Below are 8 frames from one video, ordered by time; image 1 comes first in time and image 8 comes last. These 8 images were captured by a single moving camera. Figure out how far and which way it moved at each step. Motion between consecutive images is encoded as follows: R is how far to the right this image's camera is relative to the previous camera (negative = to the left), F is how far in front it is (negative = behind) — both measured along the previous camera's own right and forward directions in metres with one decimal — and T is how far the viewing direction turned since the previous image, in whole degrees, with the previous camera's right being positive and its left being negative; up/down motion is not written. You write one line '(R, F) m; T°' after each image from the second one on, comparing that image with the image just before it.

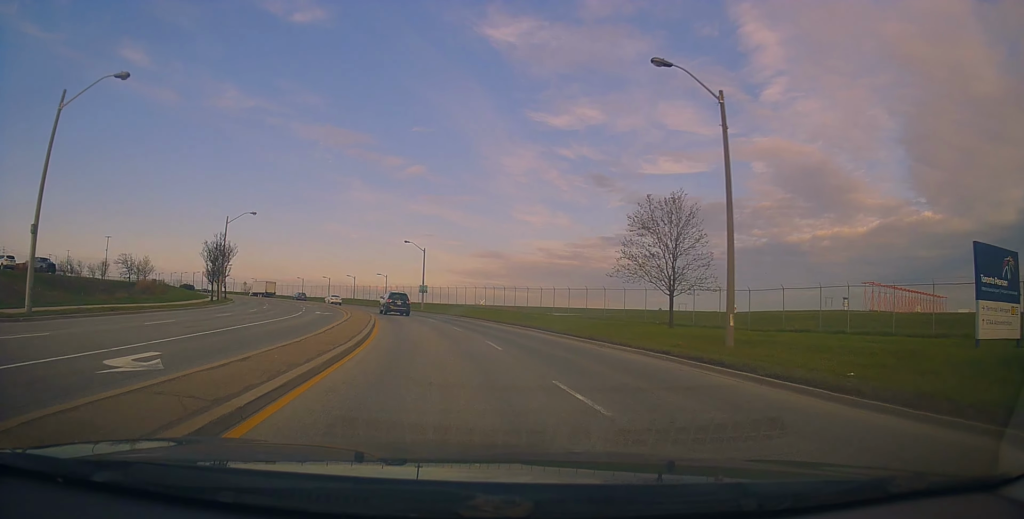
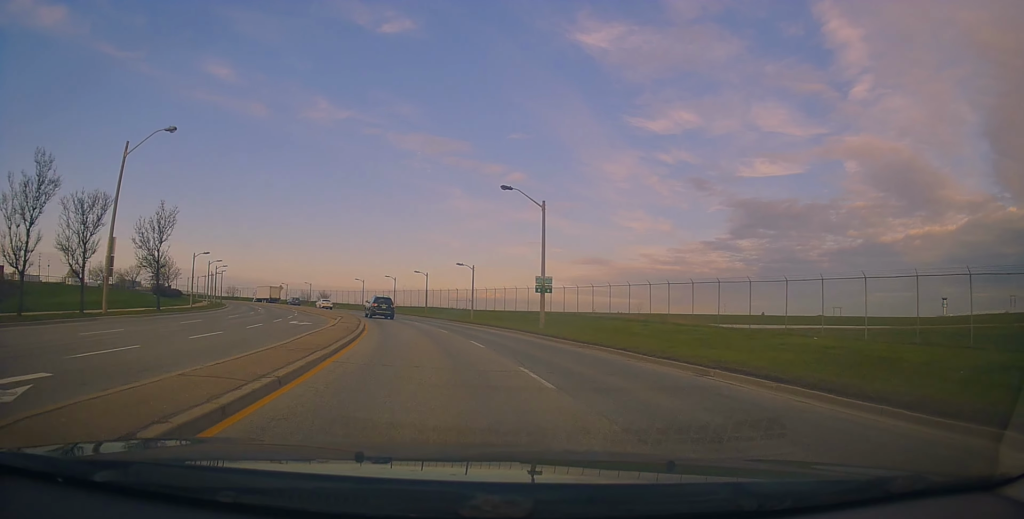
(-1.6, +35.2) m; -8°
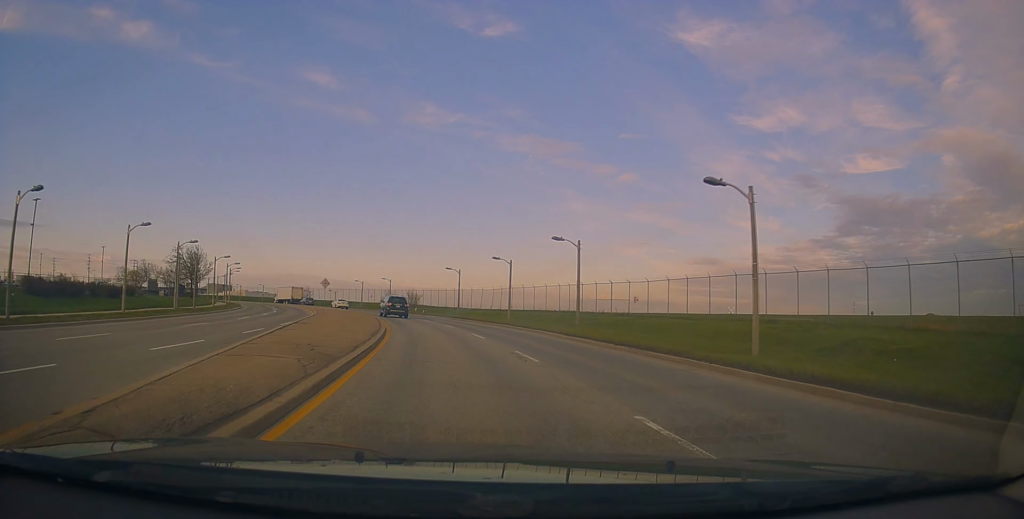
(-4.2, +31.9) m; -12°
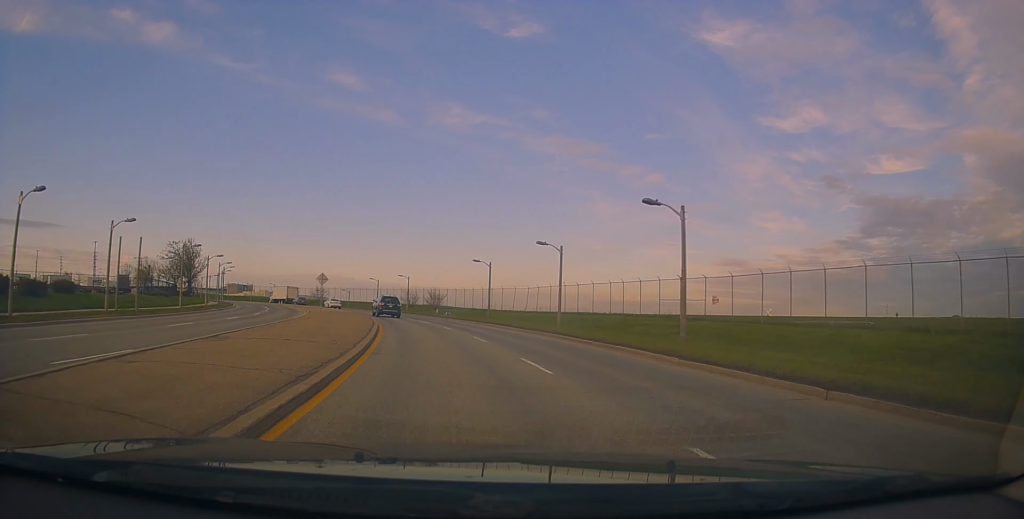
(-0.1, +11.5) m; -3°
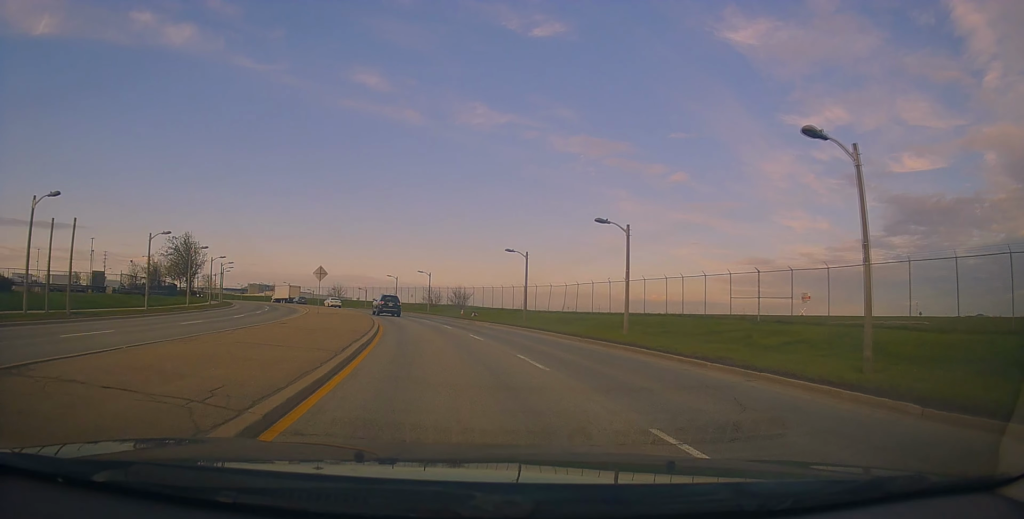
(+0.3, +8.0) m; -2°
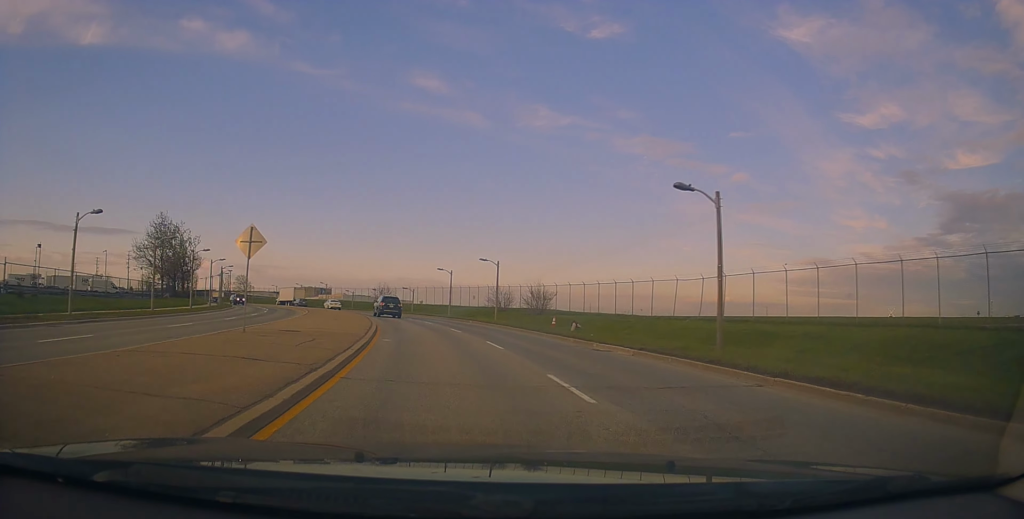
(-1.9, +21.5) m; -8°
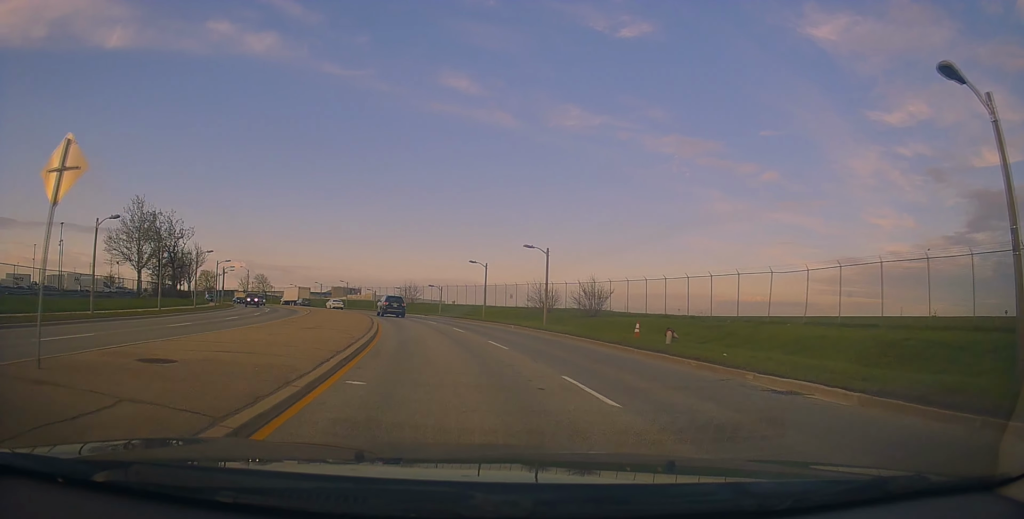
(-0.4, +9.6) m; -3°
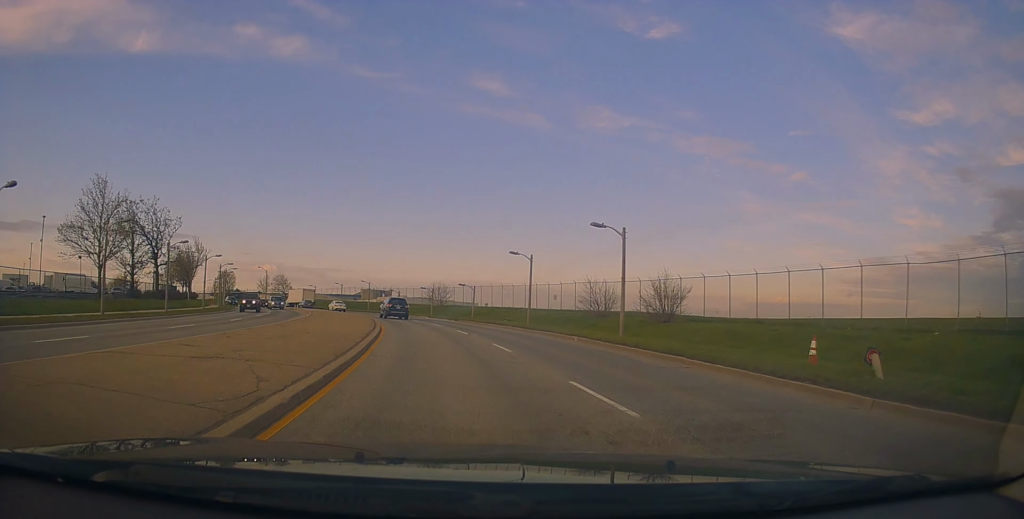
(-0.2, +9.9) m; -3°
